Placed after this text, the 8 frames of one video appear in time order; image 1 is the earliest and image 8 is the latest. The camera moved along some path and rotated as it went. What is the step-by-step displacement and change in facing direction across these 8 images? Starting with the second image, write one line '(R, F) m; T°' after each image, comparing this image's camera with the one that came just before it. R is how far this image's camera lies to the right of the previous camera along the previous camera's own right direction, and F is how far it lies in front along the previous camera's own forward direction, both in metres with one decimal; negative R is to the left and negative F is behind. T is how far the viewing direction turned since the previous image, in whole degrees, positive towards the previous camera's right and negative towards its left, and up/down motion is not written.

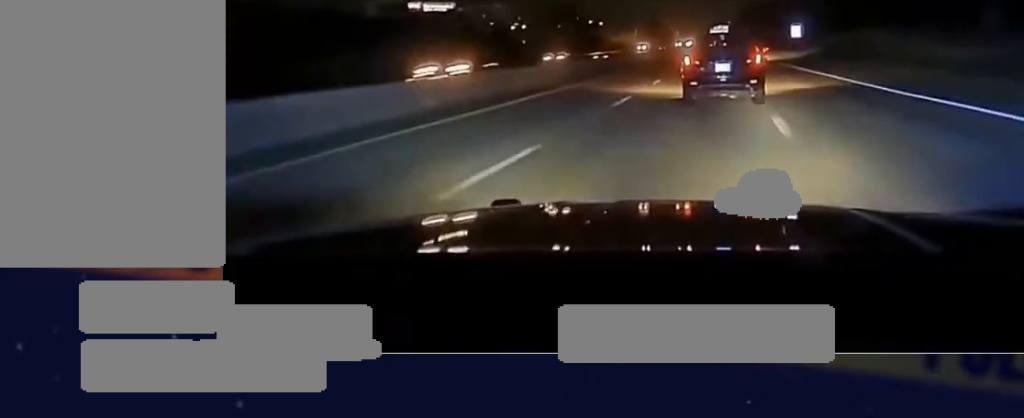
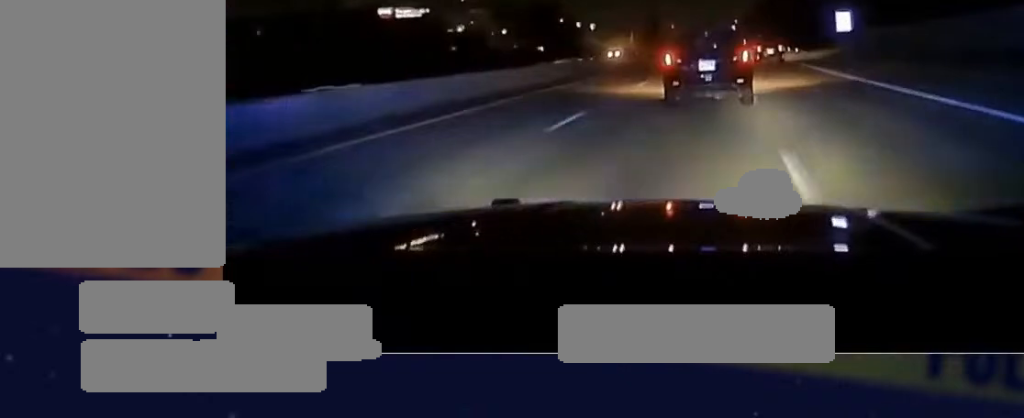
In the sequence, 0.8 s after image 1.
(-0.2, +39.7) m; 0°
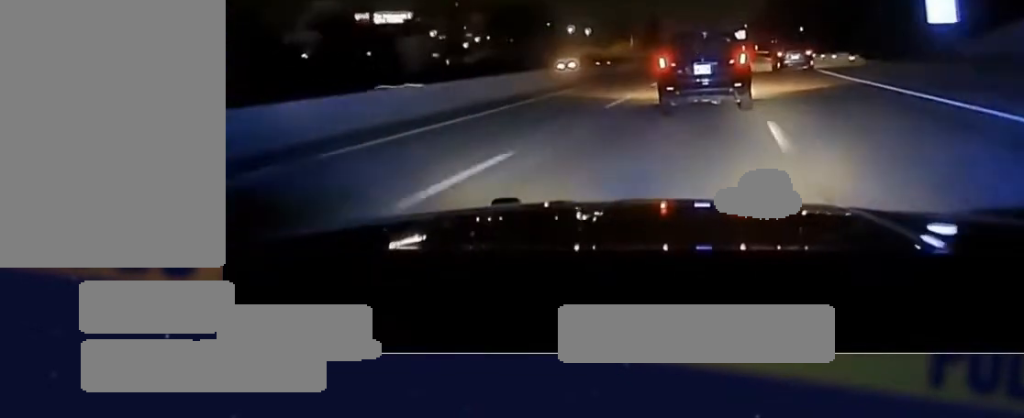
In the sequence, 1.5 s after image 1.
(-0.2, +36.3) m; 0°
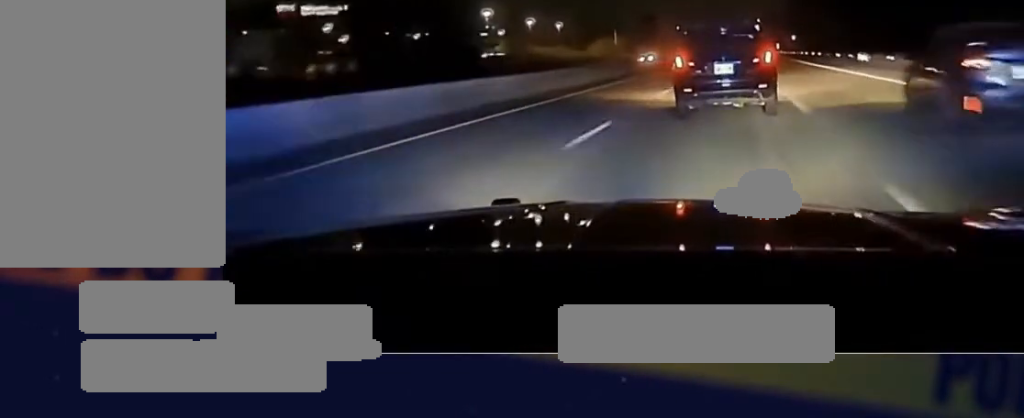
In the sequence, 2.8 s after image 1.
(-0.3, +81.6) m; 0°
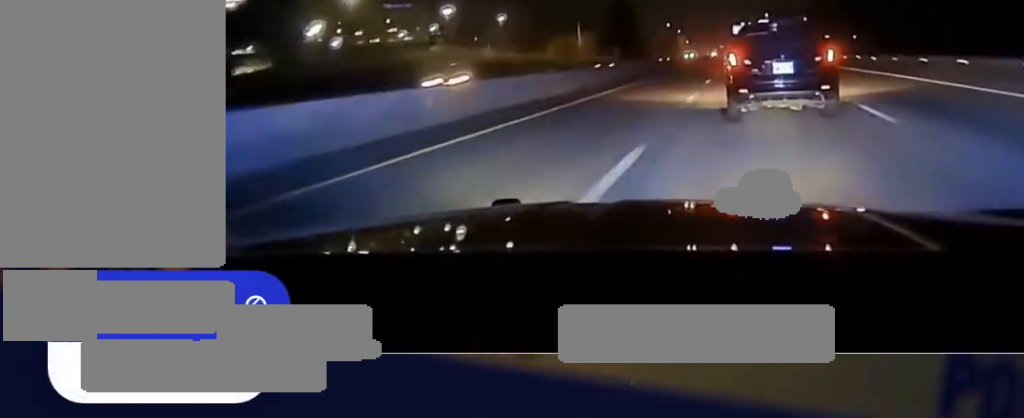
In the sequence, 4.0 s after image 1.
(0.0, +78.7) m; 0°
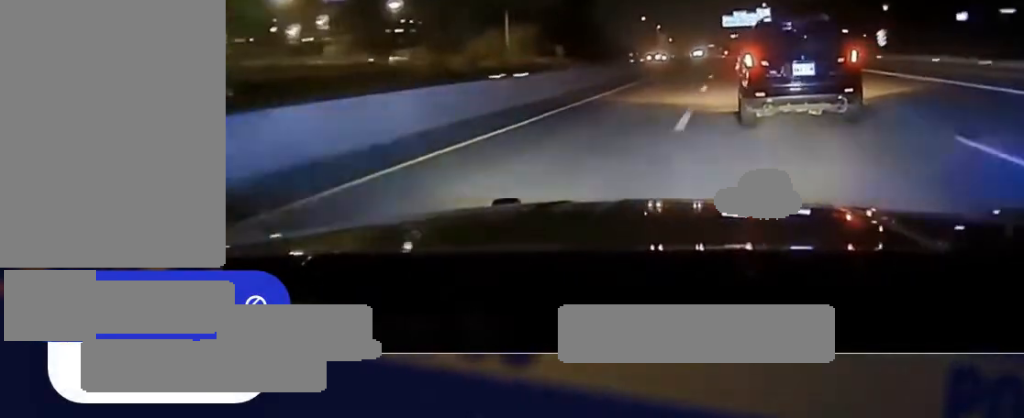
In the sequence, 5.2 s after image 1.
(+0.1, +57.7) m; 0°
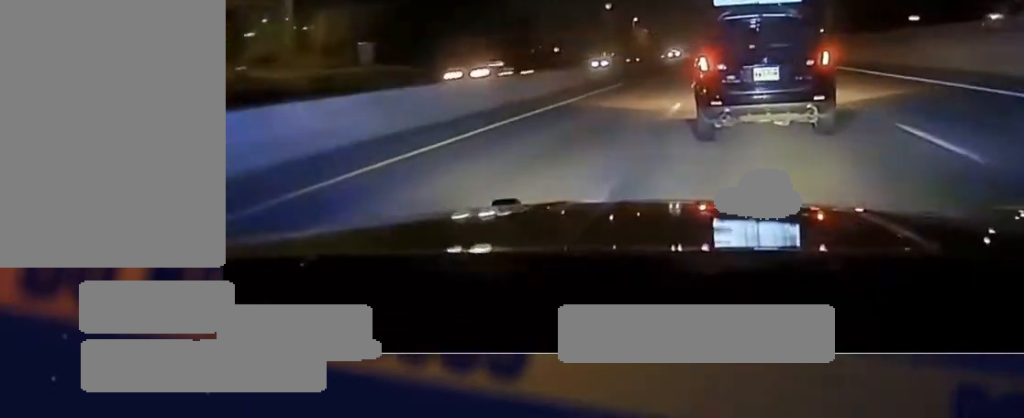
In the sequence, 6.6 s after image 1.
(+0.3, +55.0) m; 0°
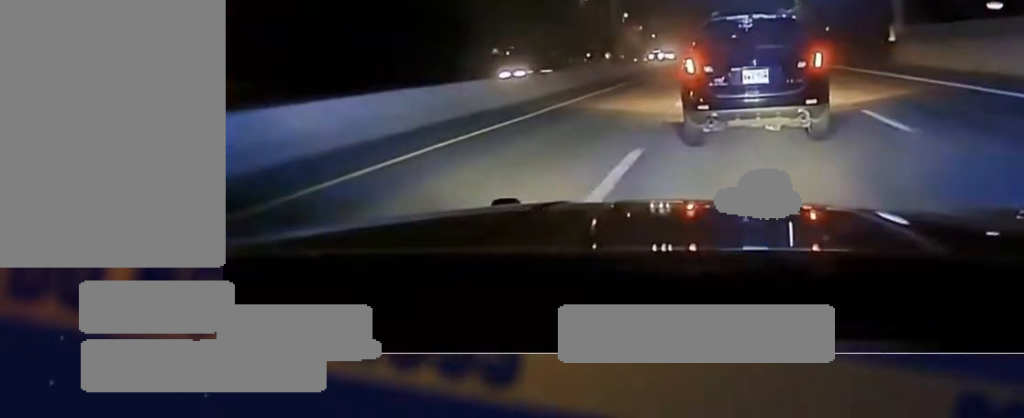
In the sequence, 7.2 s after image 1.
(0.0, +23.0) m; -1°
